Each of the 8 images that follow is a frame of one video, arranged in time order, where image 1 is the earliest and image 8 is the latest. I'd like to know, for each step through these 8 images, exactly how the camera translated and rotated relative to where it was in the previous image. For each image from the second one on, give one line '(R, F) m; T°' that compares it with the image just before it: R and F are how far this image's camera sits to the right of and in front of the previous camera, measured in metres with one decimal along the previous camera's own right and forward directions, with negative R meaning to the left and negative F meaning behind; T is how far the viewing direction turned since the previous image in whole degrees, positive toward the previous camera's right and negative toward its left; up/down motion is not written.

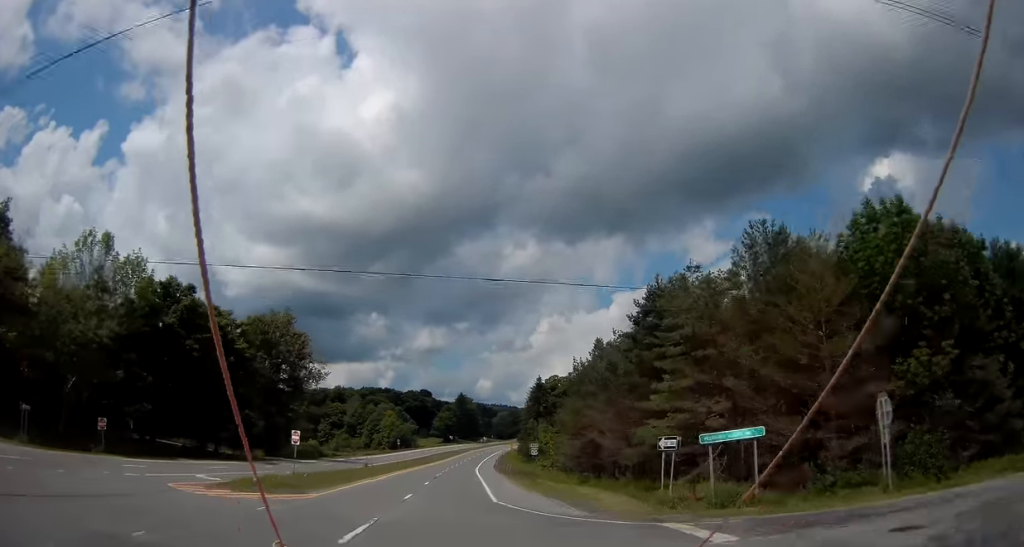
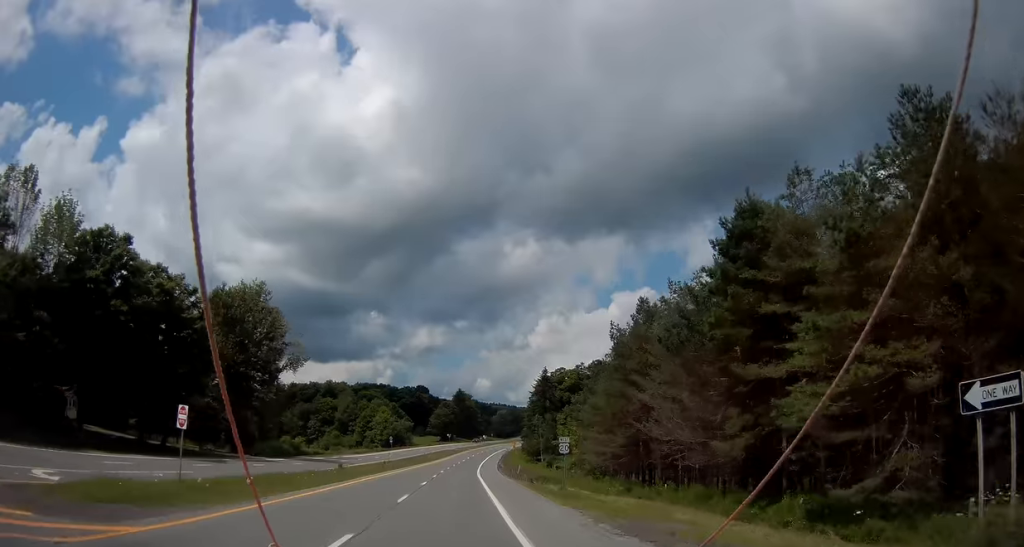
(0.0, +14.5) m; +1°
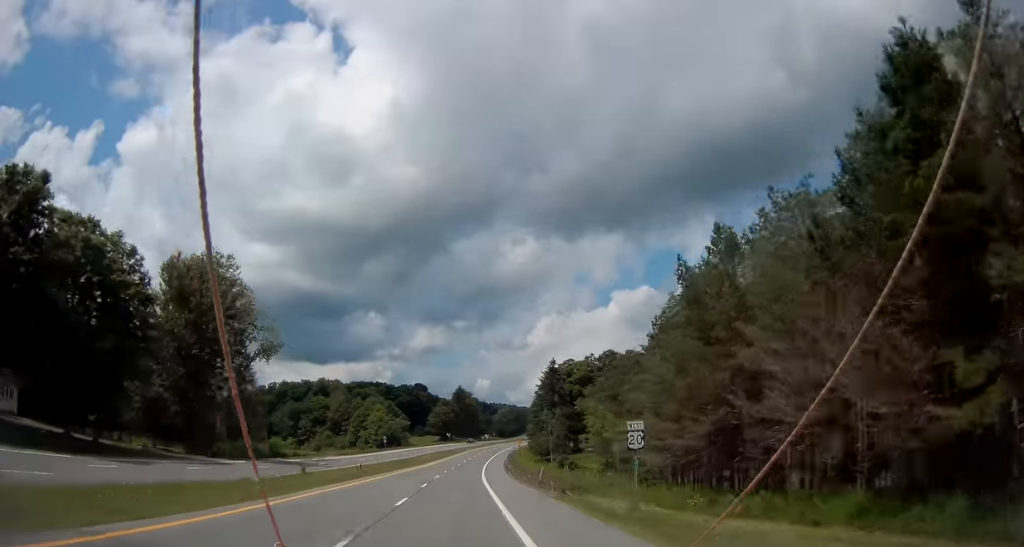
(+0.2, +13.8) m; +1°
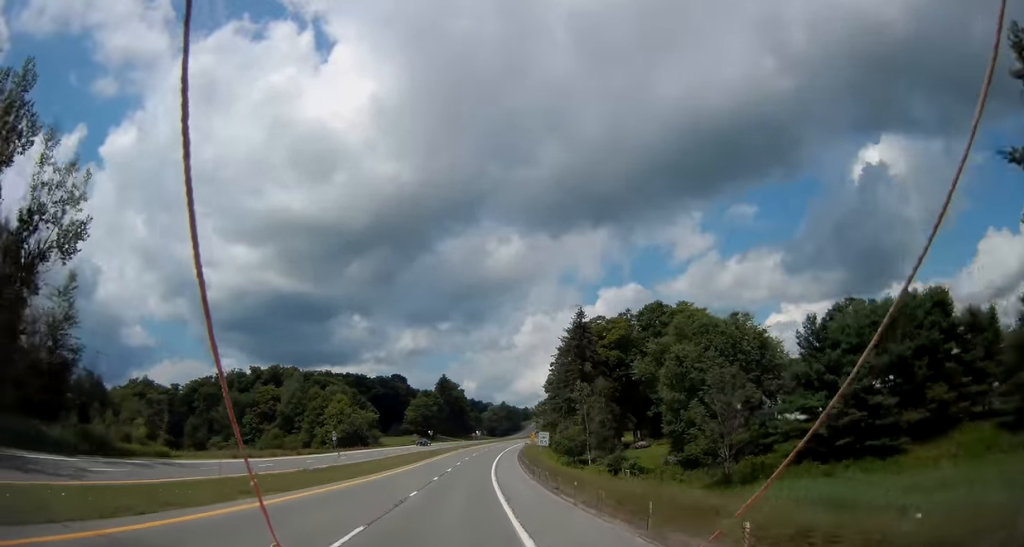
(-0.5, +46.3) m; -1°
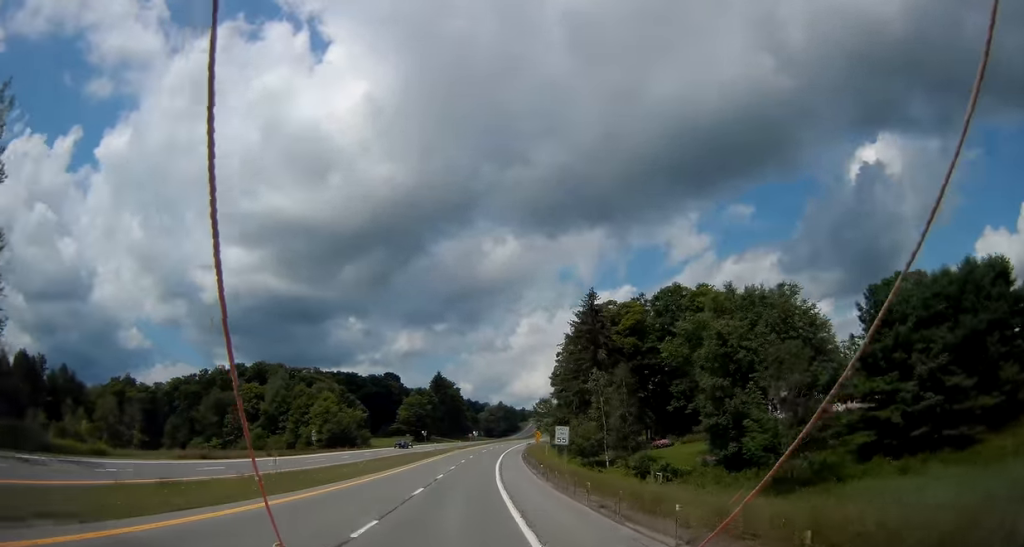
(-0.1, +11.5) m; 0°
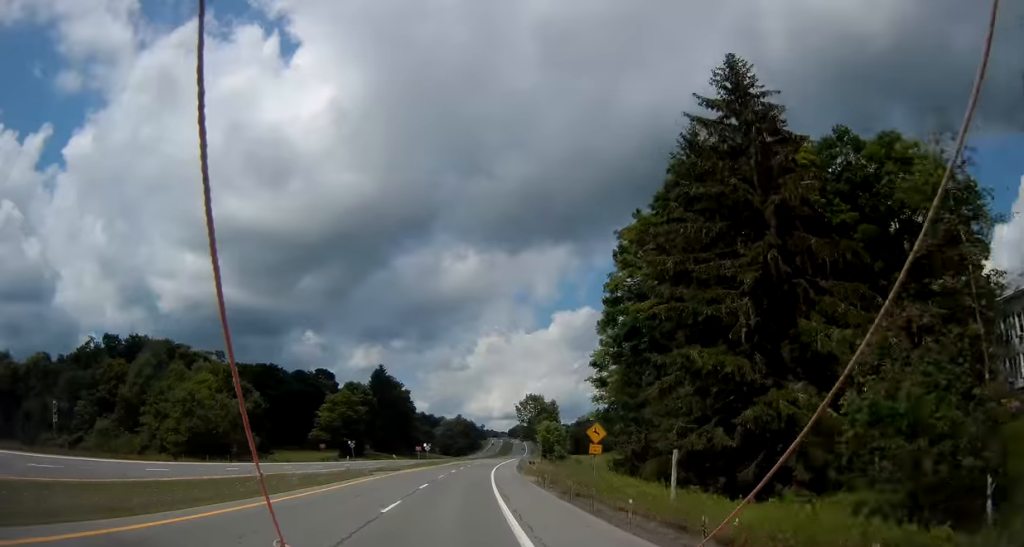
(+2.5, +55.3) m; +4°
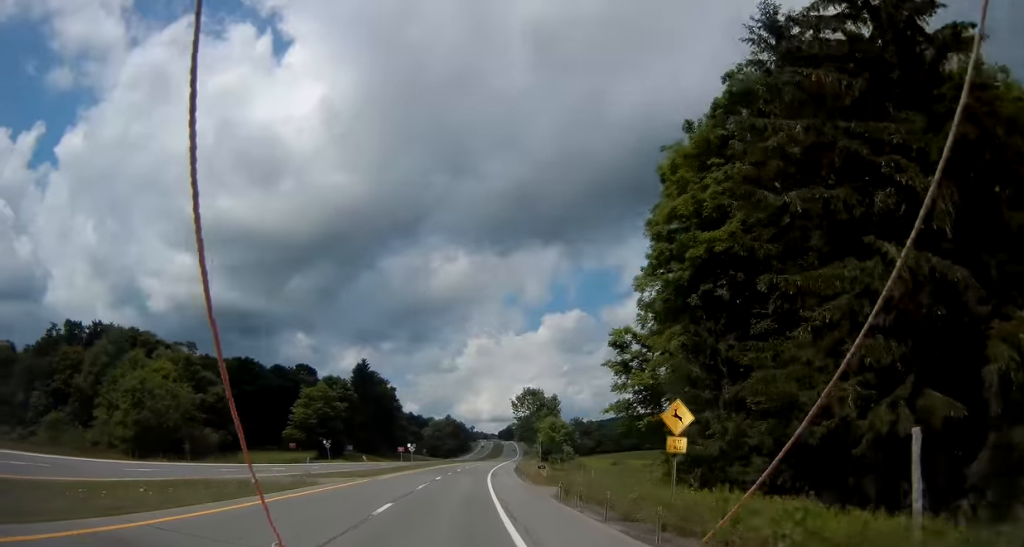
(+0.1, +12.4) m; +1°
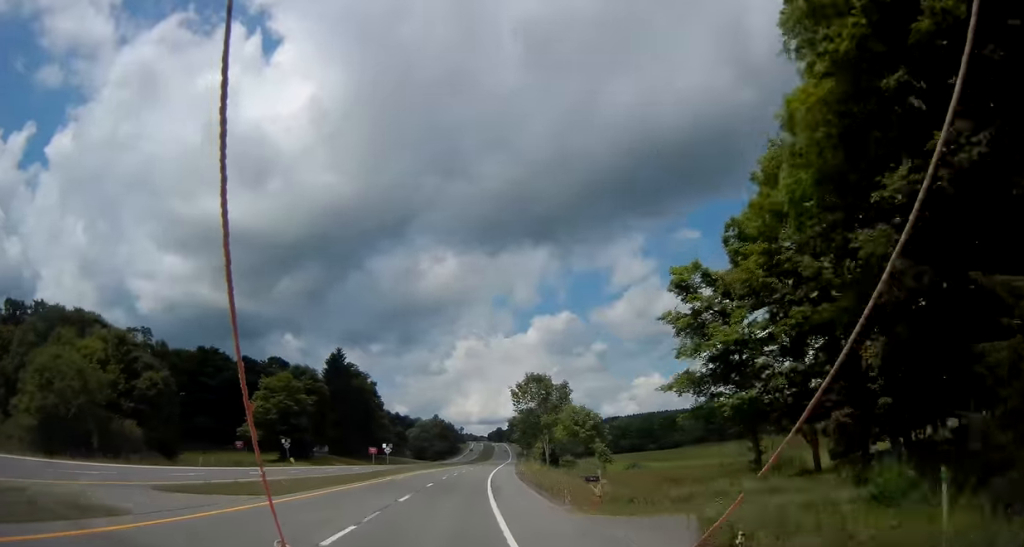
(+0.1, +18.2) m; +1°
